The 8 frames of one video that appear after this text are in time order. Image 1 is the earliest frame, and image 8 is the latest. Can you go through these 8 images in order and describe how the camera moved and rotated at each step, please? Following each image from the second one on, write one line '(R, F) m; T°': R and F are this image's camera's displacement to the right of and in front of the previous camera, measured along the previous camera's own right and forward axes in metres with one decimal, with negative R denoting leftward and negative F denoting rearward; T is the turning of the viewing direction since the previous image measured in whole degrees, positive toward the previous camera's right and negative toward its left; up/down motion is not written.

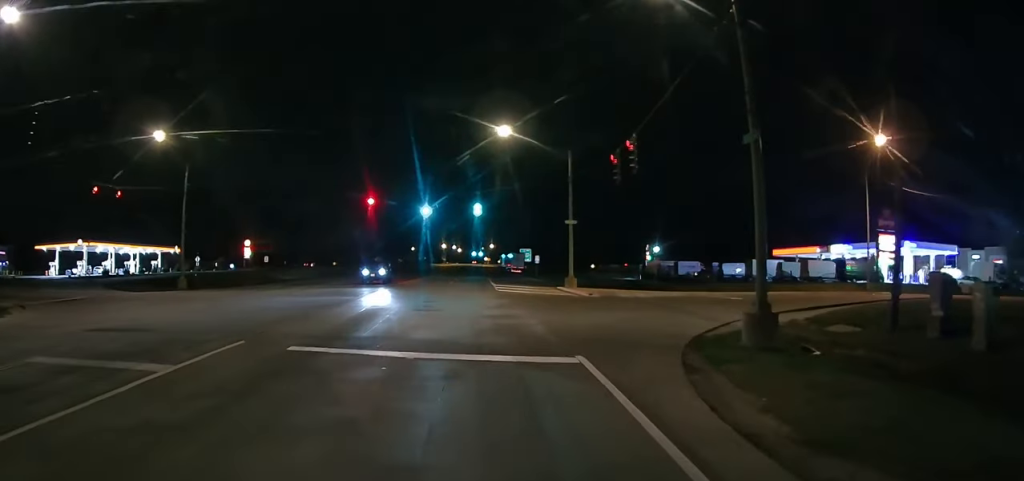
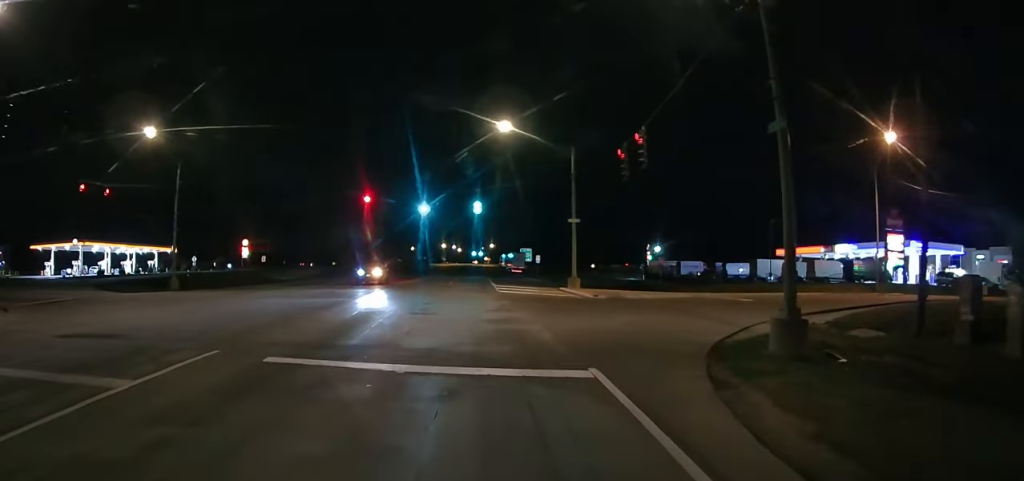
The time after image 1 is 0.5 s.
(0.0, +1.7) m; -2°
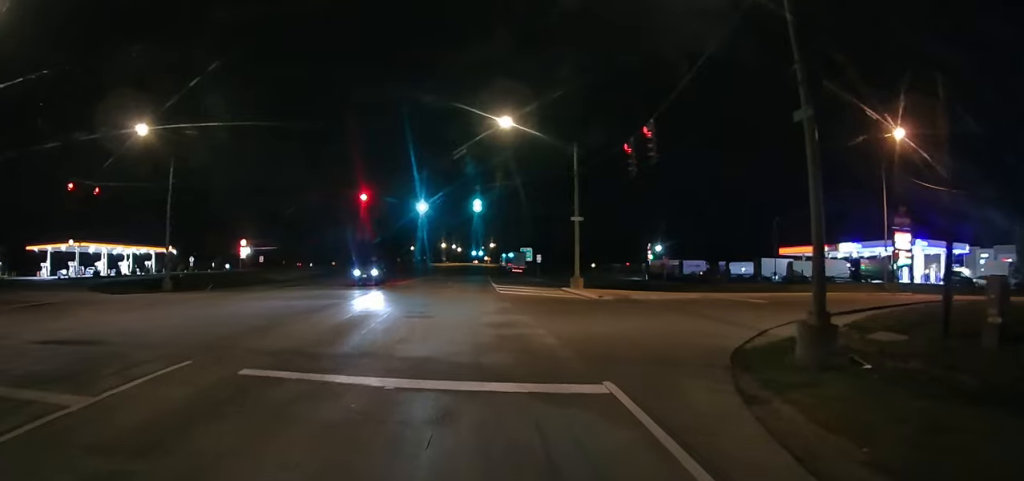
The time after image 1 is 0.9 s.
(0.0, +1.2) m; 0°
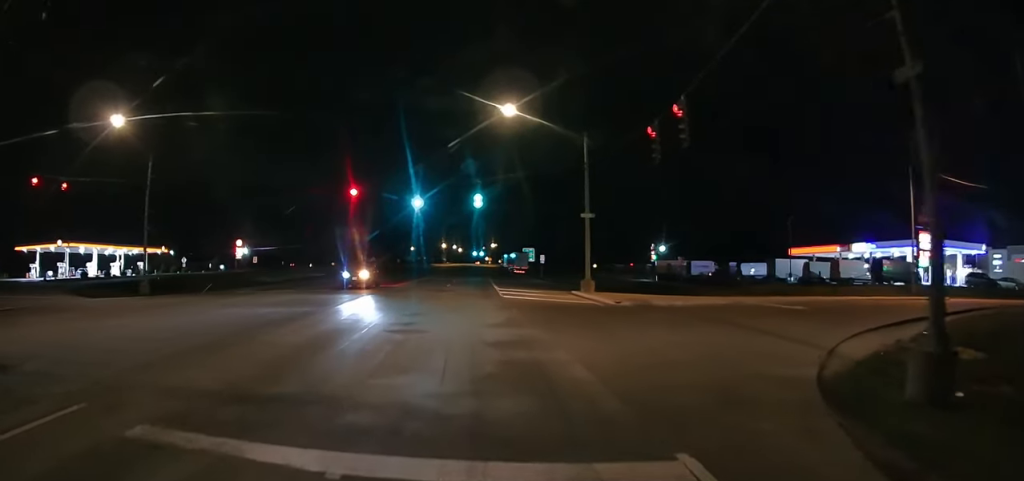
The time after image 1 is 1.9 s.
(0.0, +3.1) m; -1°
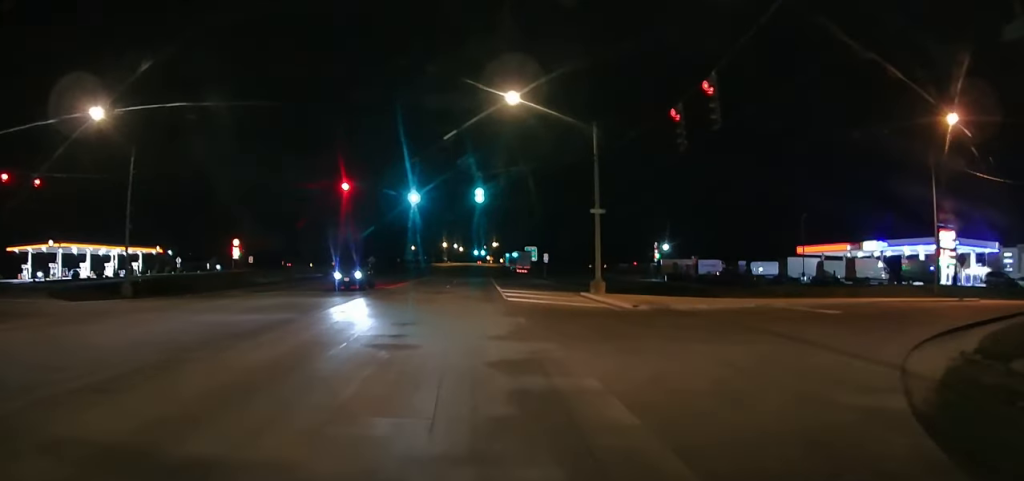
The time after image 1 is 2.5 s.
(0.0, +1.9) m; 0°
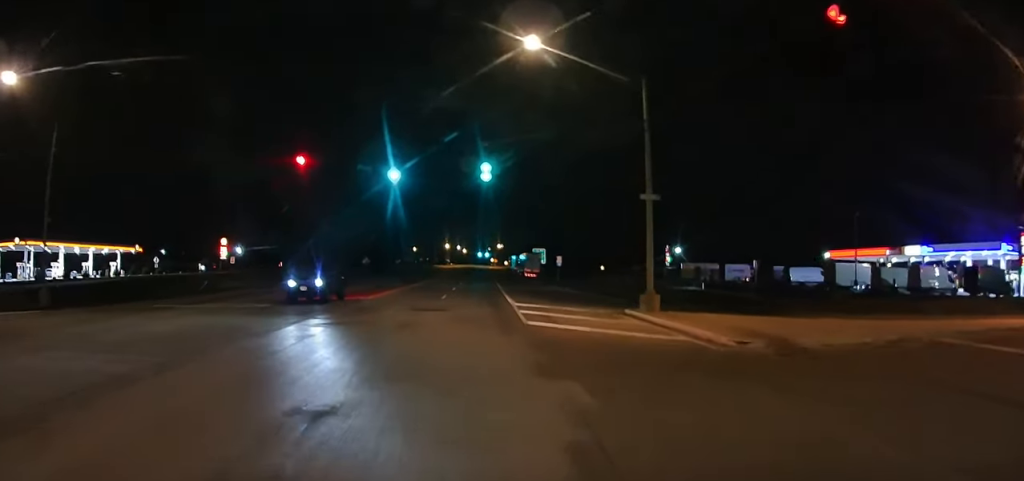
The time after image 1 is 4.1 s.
(0.0, +6.4) m; 0°
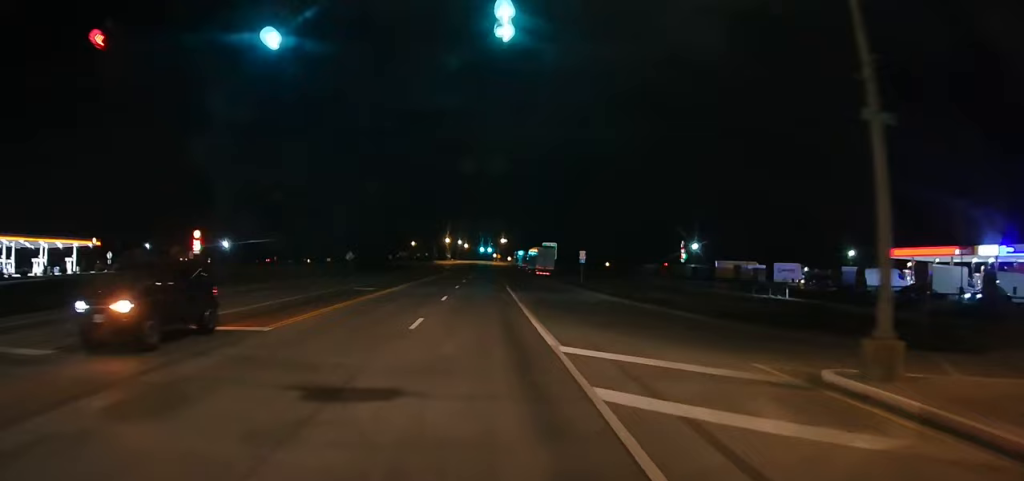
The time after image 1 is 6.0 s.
(0.0, +12.1) m; -2°
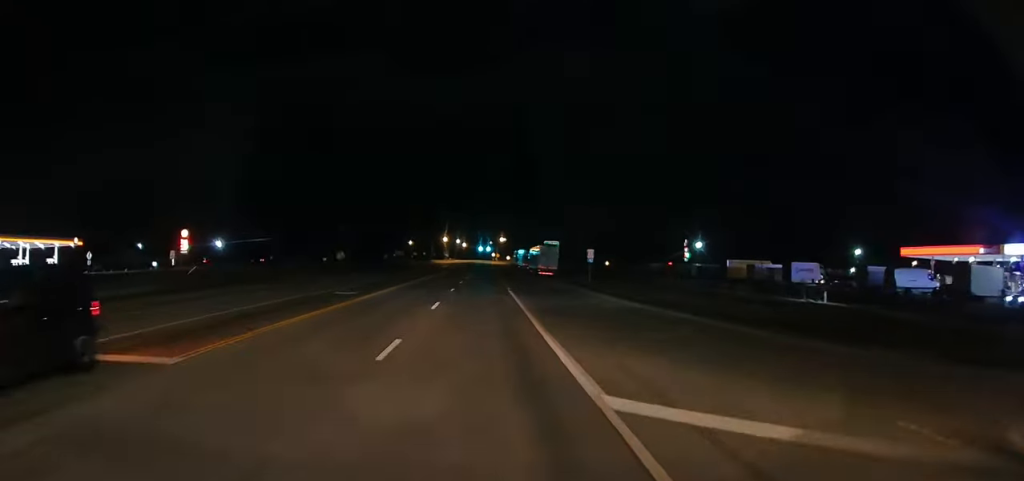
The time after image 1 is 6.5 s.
(0.0, +4.2) m; -1°
